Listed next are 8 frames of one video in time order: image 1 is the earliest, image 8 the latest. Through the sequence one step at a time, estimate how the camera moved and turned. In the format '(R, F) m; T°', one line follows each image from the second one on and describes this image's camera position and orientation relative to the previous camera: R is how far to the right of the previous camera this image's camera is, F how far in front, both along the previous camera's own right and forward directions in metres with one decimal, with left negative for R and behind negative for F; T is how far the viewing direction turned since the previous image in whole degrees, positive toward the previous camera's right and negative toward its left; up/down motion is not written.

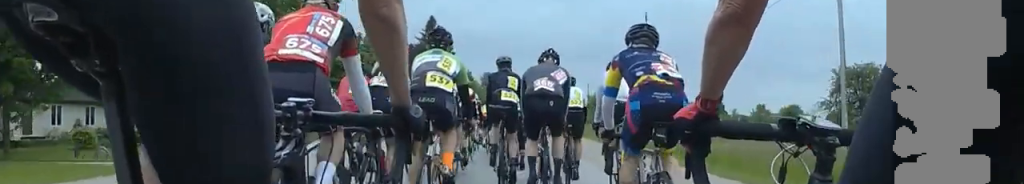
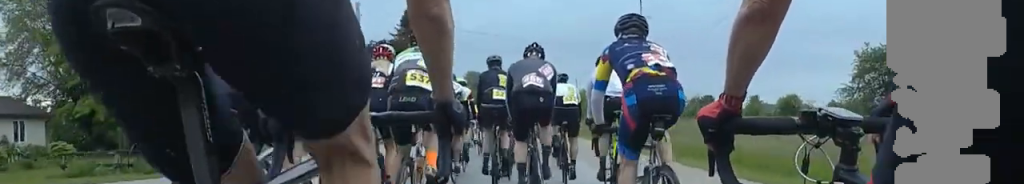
(+0.2, +6.2) m; 0°
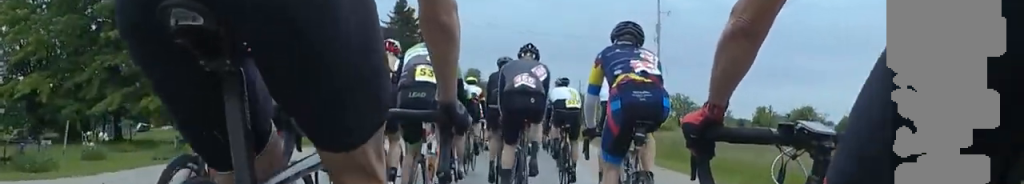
(-0.6, +6.2) m; -1°
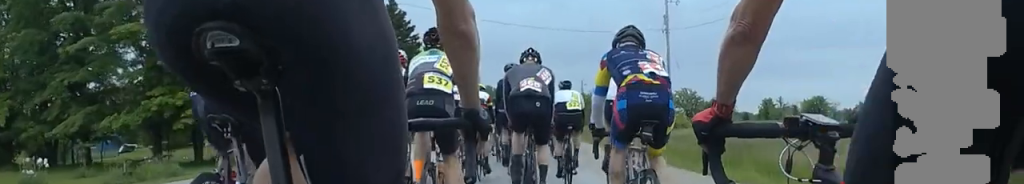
(+0.3, +3.8) m; 0°
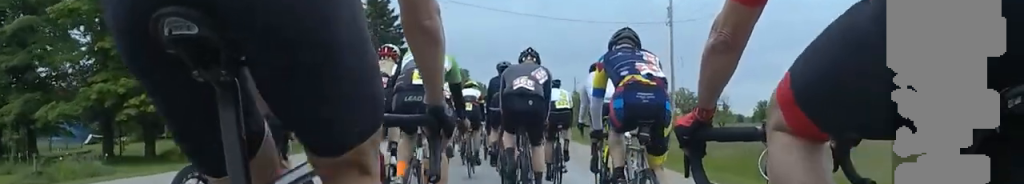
(+0.3, +4.1) m; 0°
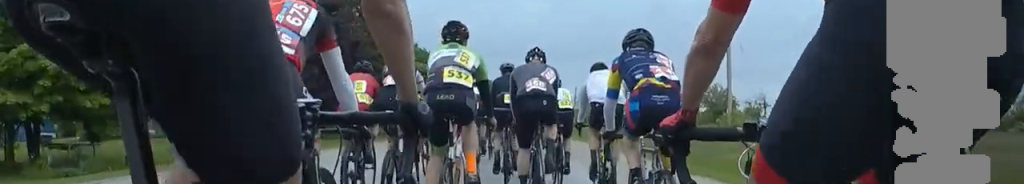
(-0.9, +10.3) m; -4°
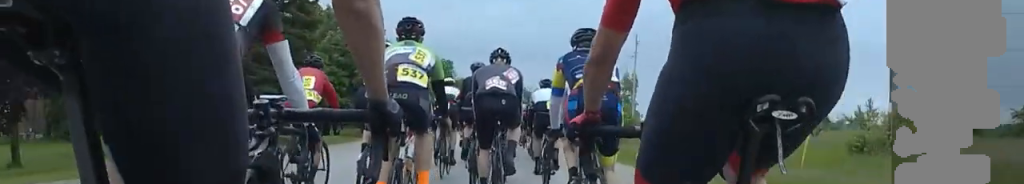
(+1.0, +17.4) m; +4°
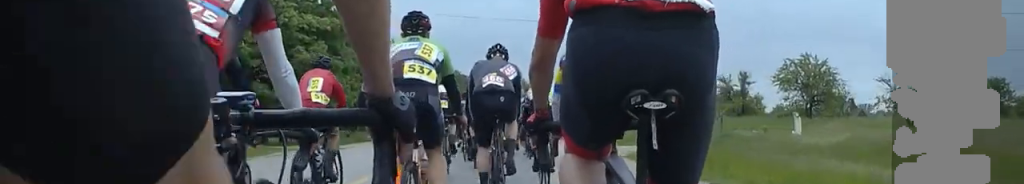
(+0.1, +14.2) m; 0°
